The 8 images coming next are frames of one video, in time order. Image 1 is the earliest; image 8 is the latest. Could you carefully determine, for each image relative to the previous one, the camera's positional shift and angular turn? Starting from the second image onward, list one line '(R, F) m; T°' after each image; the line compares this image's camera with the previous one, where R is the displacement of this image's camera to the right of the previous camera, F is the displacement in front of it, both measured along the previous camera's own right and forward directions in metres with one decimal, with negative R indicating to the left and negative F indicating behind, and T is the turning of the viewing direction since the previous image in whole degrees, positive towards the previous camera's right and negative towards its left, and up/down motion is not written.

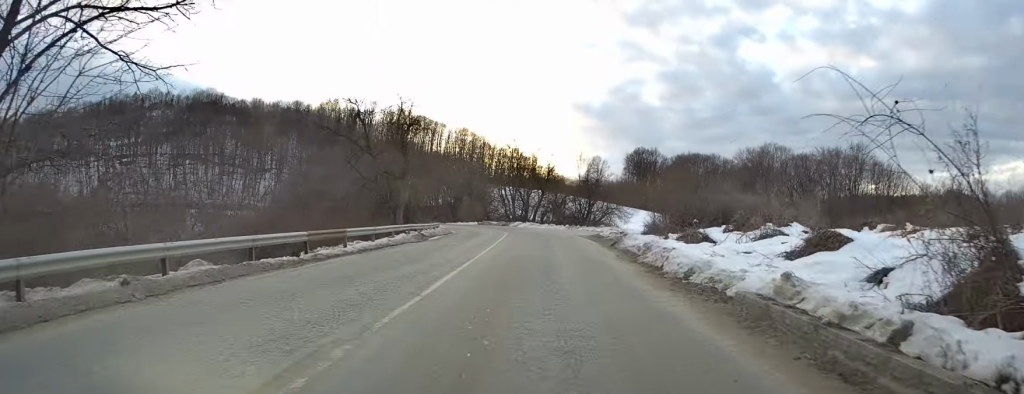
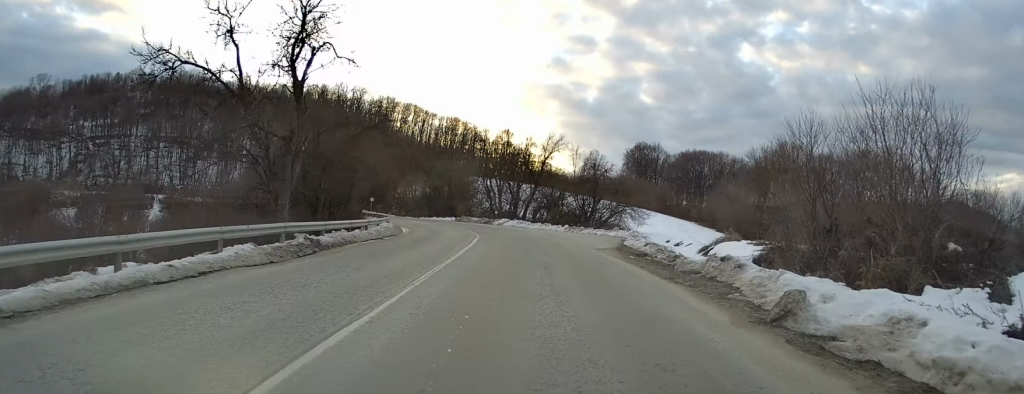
(+0.5, +16.5) m; +2°
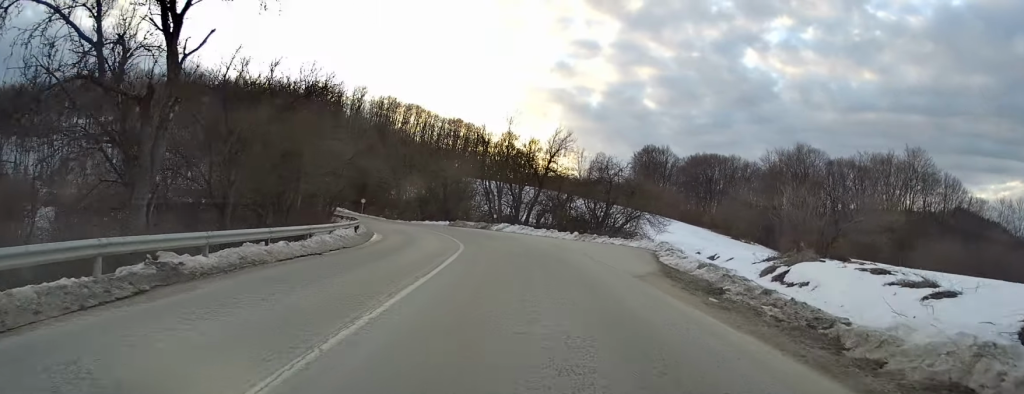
(0.0, +8.3) m; 0°
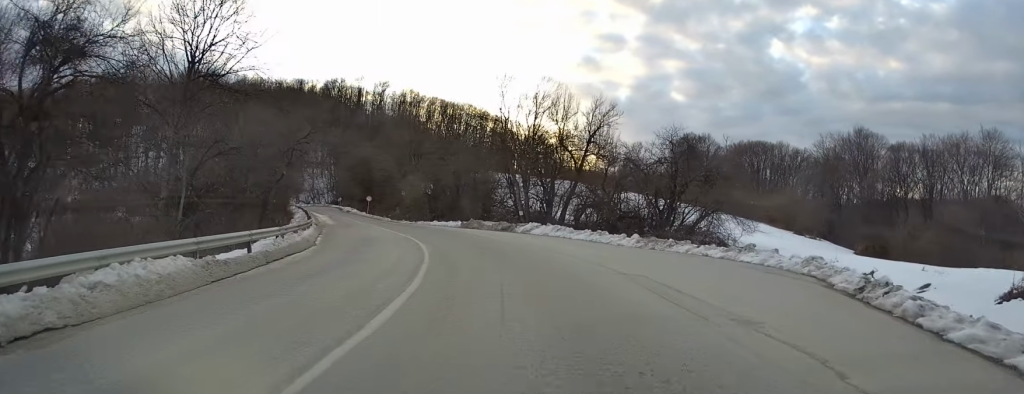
(-0.4, +15.4) m; -5°
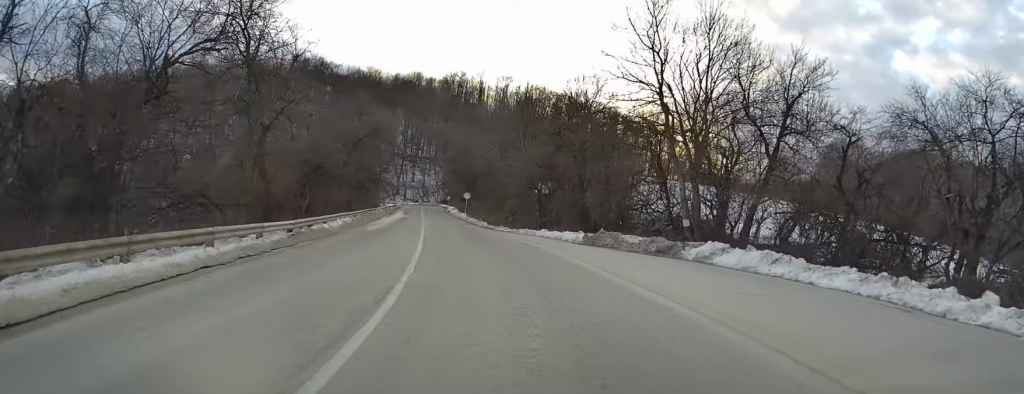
(-1.6, +20.6) m; -8°
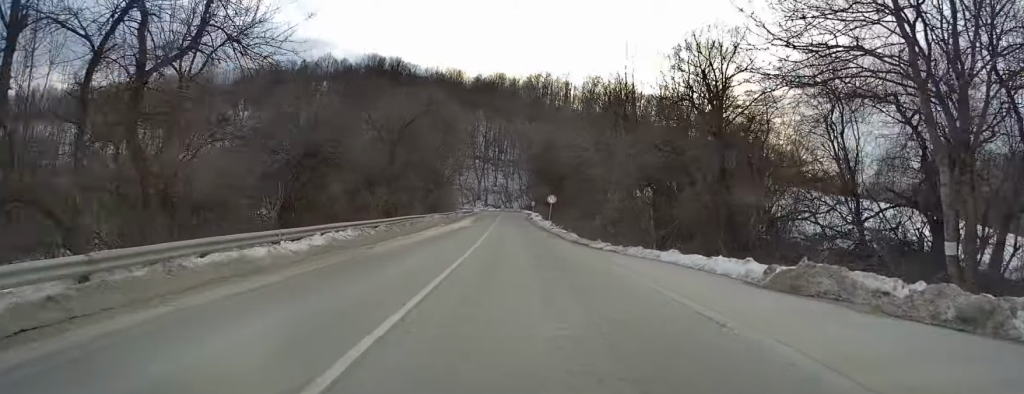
(-0.6, +14.1) m; -5°
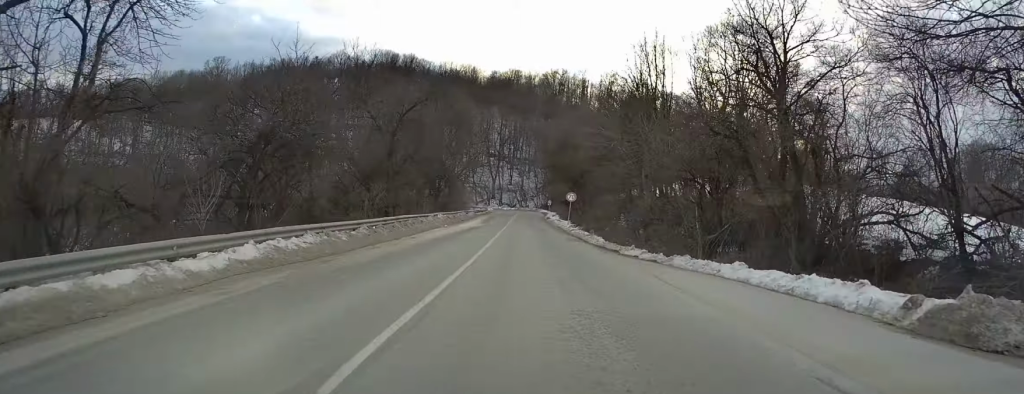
(-0.1, +5.5) m; -1°
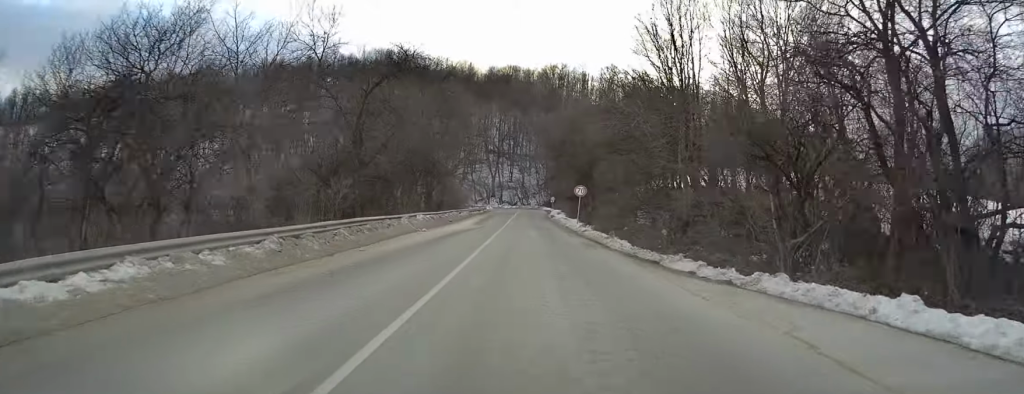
(-0.3, +8.0) m; -1°
